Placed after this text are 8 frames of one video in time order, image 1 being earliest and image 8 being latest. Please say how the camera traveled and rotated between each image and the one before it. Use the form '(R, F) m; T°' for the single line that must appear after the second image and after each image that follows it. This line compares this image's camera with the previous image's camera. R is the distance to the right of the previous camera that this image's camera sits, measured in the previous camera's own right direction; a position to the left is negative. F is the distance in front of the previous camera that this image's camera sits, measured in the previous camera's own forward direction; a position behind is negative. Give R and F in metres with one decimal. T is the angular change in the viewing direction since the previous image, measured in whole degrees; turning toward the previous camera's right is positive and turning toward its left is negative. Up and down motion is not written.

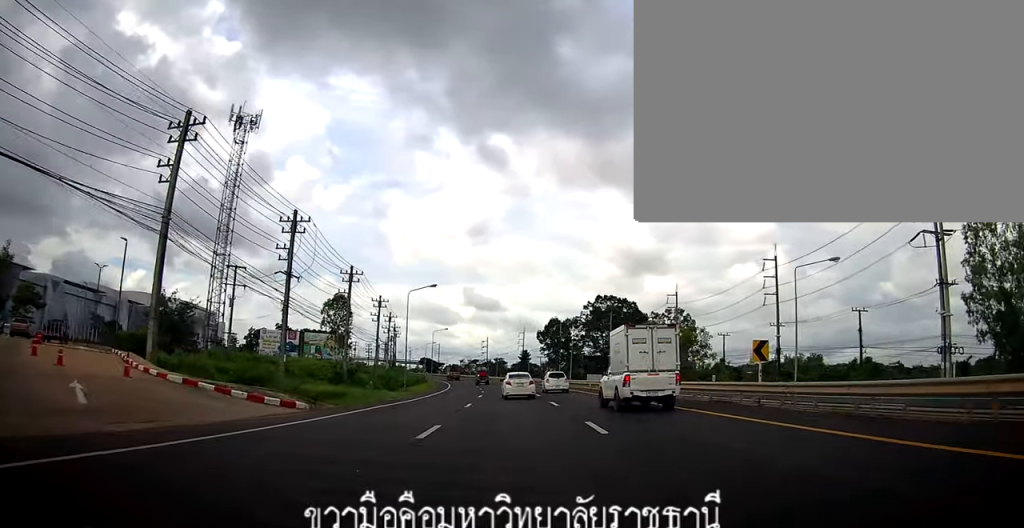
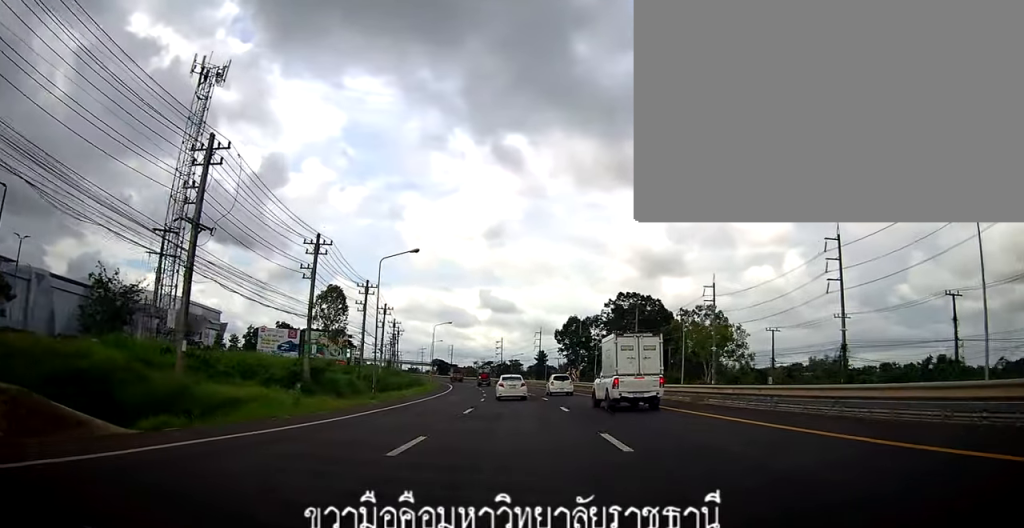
(+0.6, +14.3) m; 0°
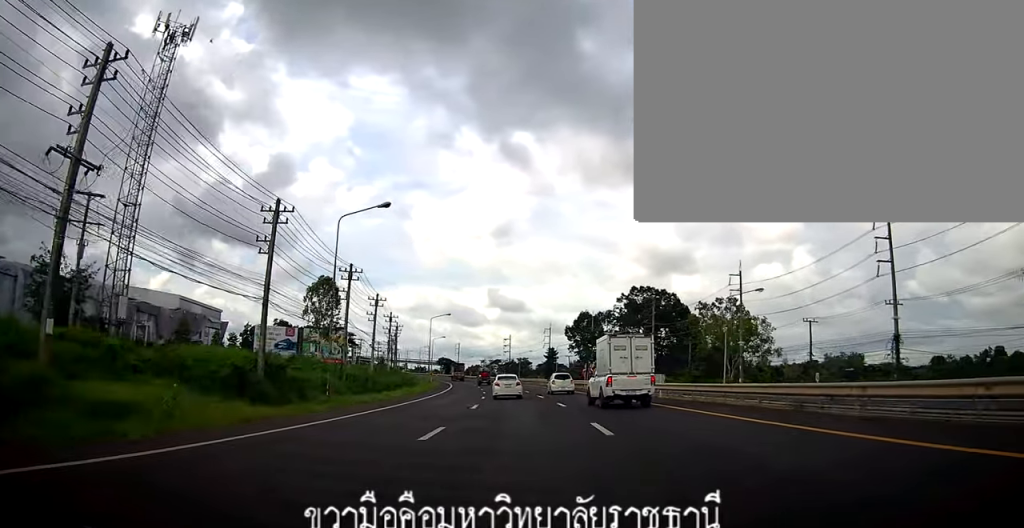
(-0.3, +9.1) m; -2°
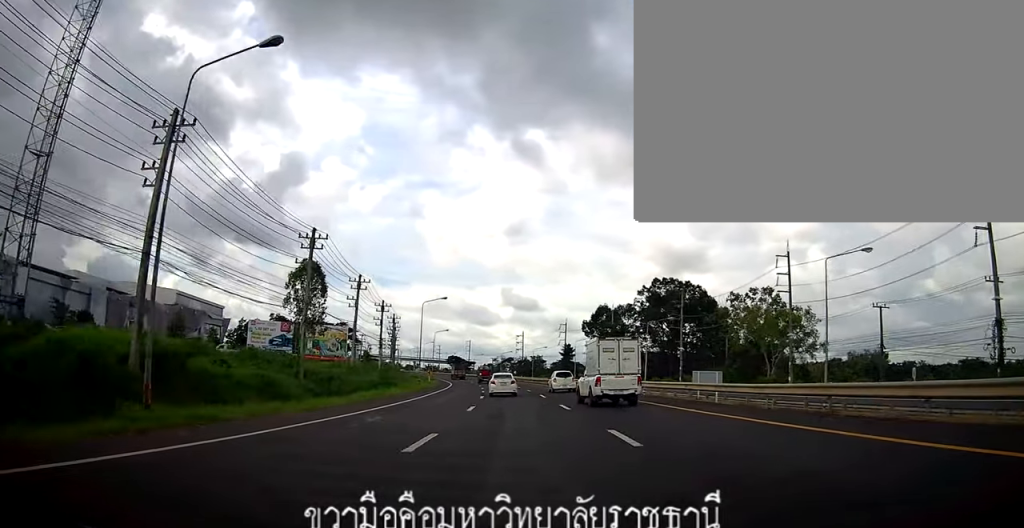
(-0.3, +13.3) m; -3°
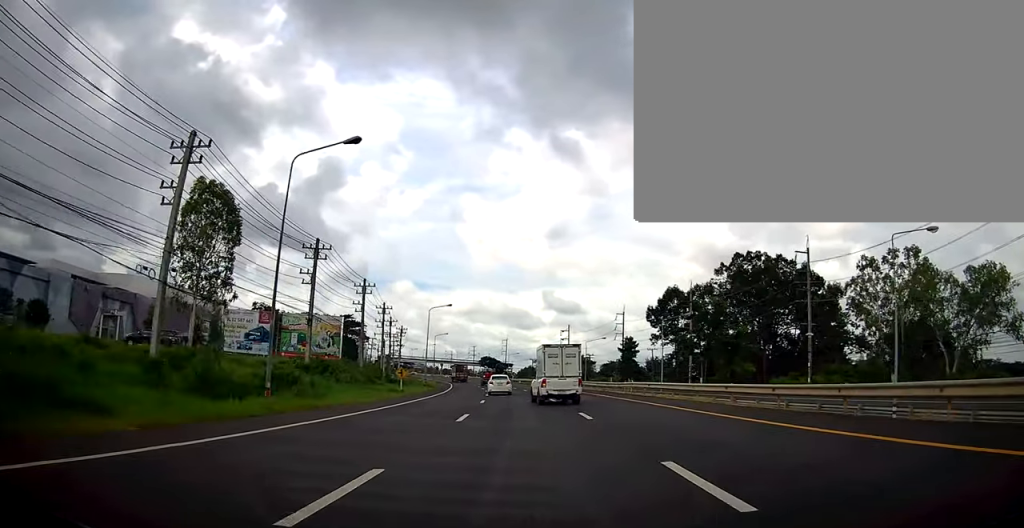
(+0.1, +38.9) m; +1°
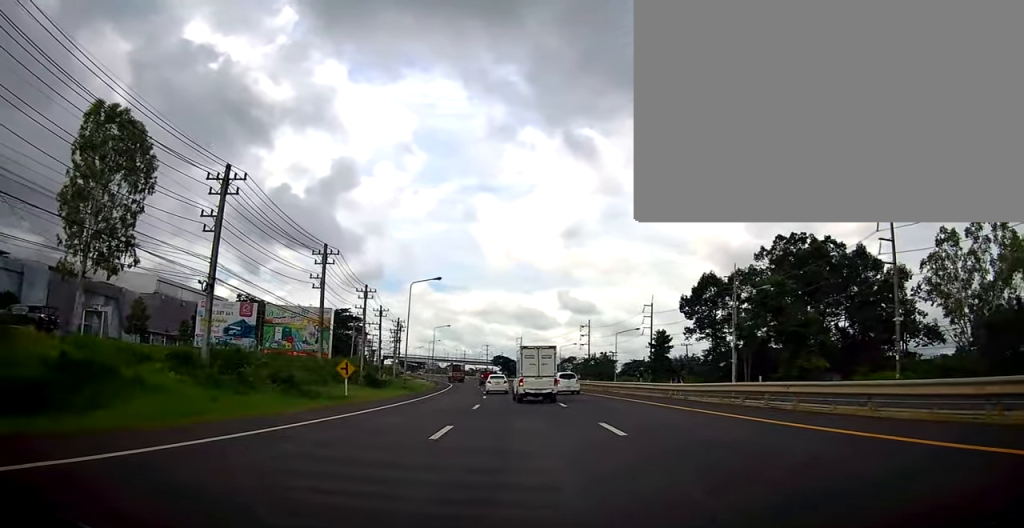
(-0.1, +16.8) m; -2°
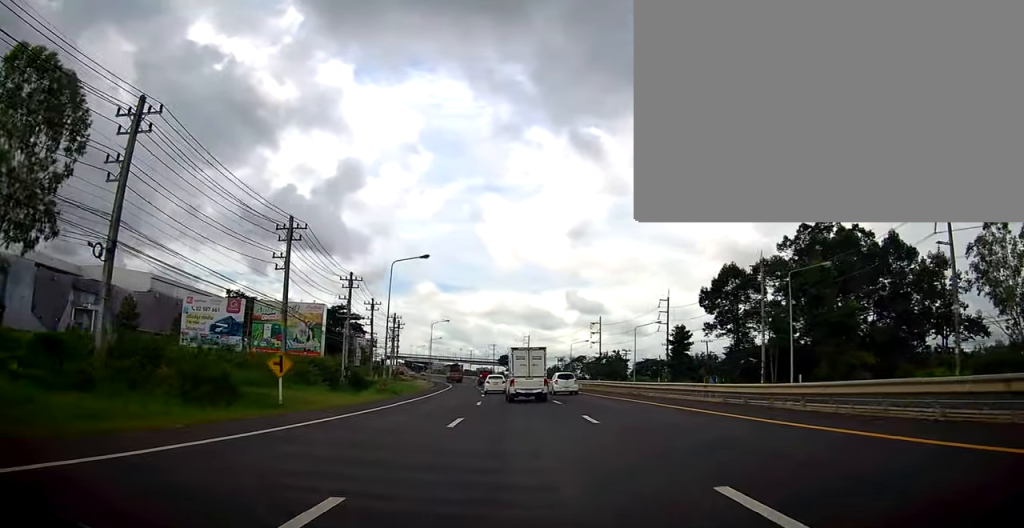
(-0.4, +8.7) m; 0°
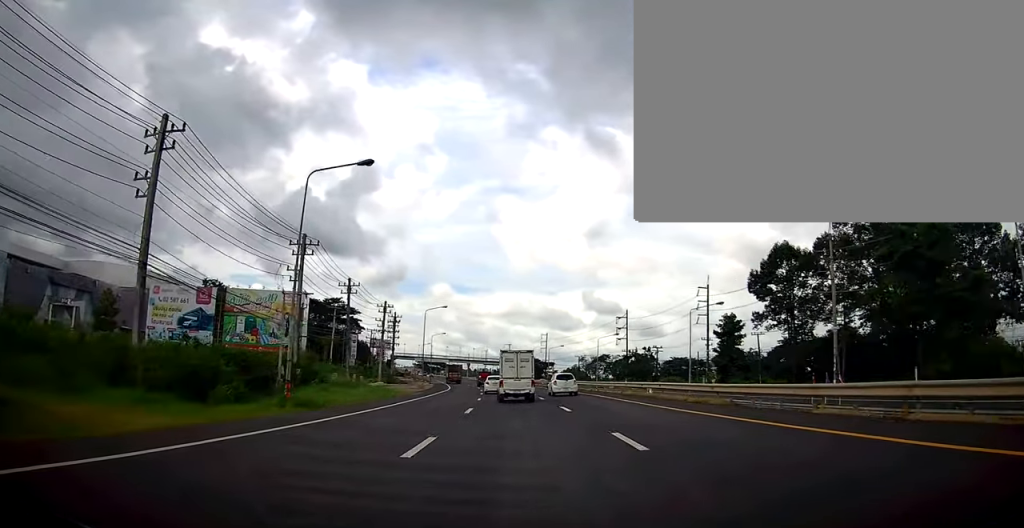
(0.0, +17.2) m; 0°
